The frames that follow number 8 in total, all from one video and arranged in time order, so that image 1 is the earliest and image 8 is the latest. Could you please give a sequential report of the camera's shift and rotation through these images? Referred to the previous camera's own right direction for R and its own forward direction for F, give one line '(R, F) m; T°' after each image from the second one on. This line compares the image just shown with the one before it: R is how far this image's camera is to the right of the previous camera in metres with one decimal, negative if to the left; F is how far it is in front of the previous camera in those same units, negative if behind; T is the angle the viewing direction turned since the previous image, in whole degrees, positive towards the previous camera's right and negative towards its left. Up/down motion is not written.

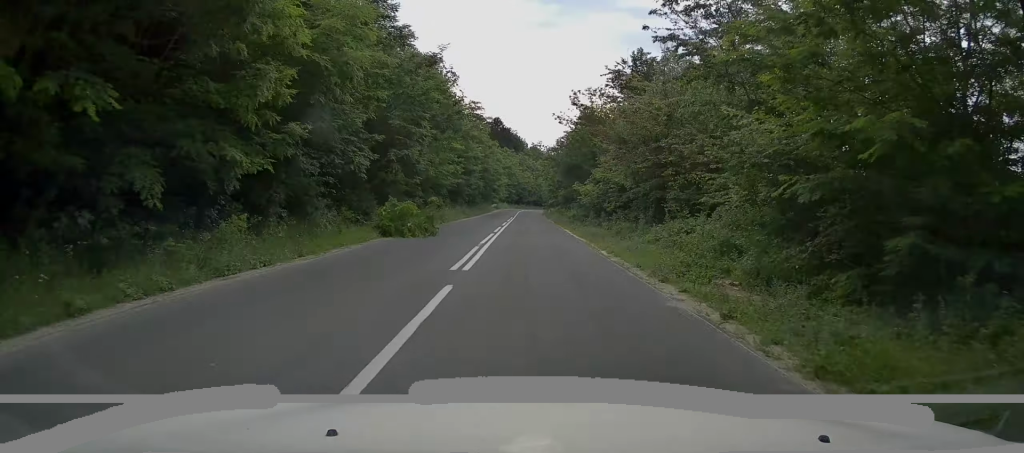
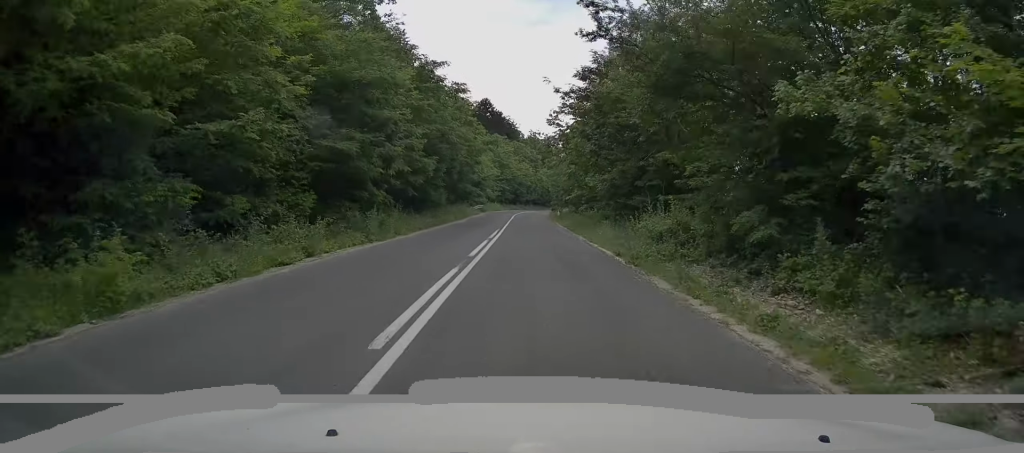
(+0.5, +29.4) m; +1°
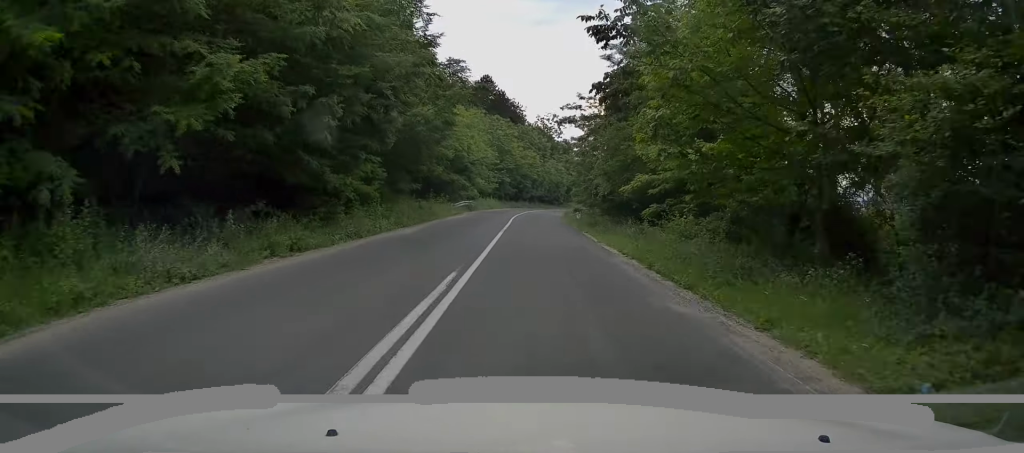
(-0.1, +19.5) m; -1°
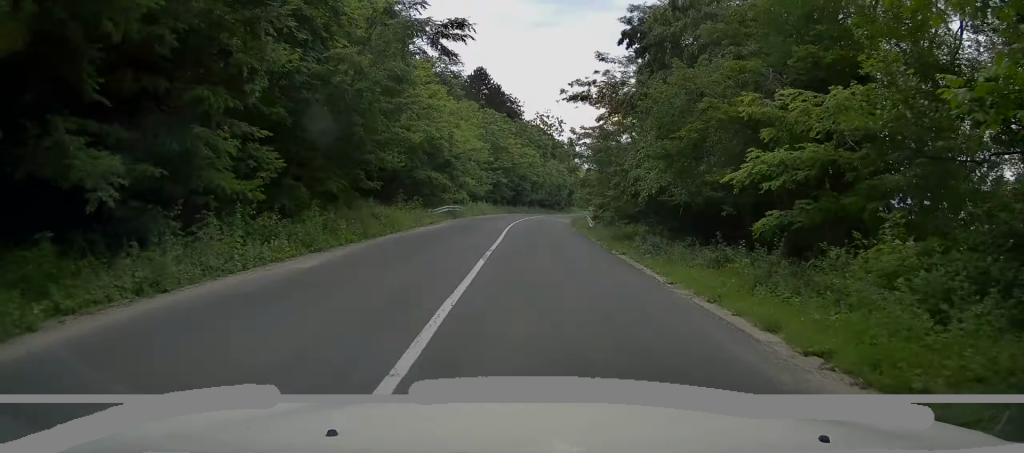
(-0.1, +9.5) m; 0°
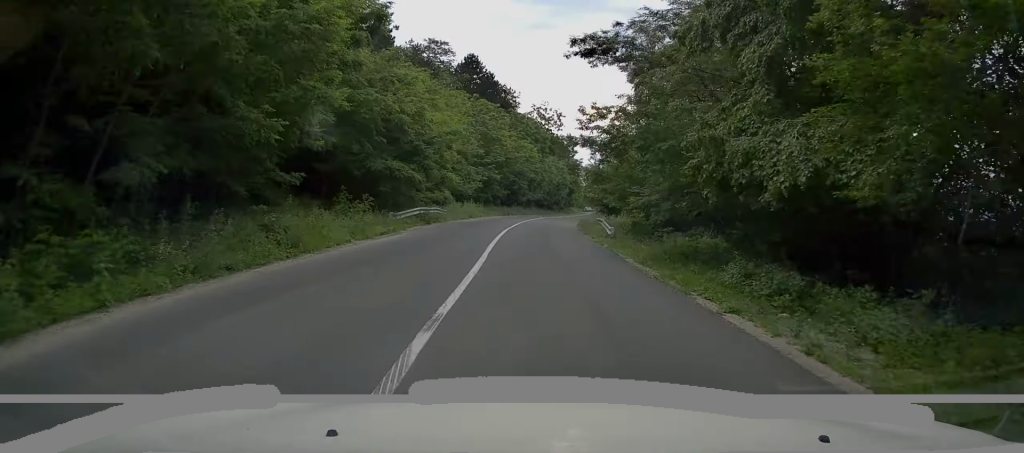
(-0.2, +8.8) m; +1°
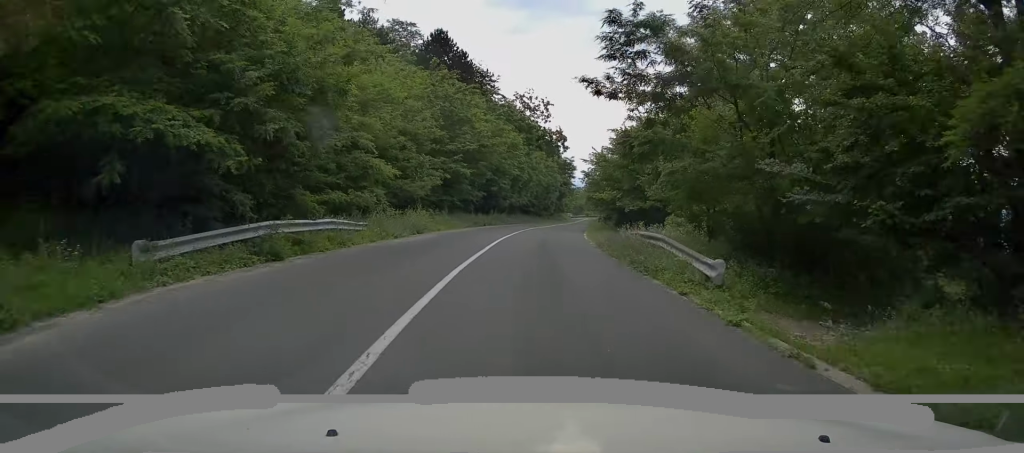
(+0.4, +15.9) m; +2°
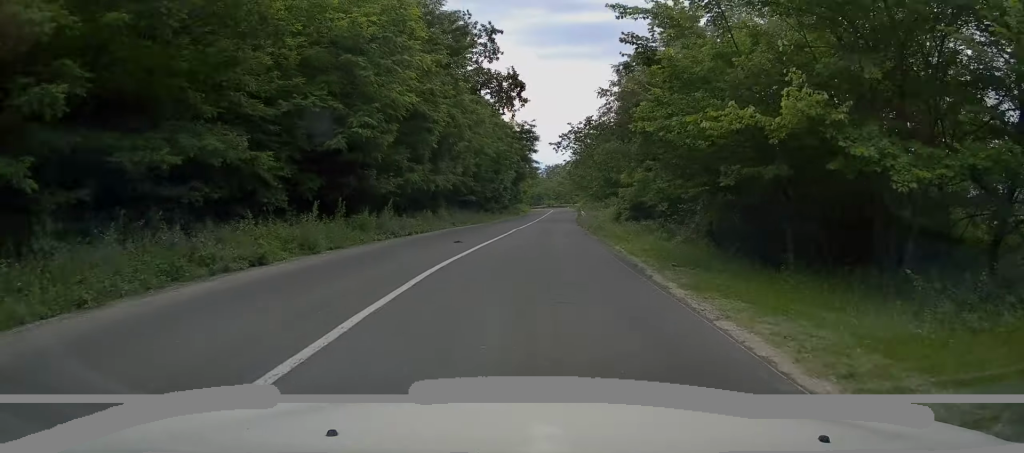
(+0.9, +32.3) m; +3°
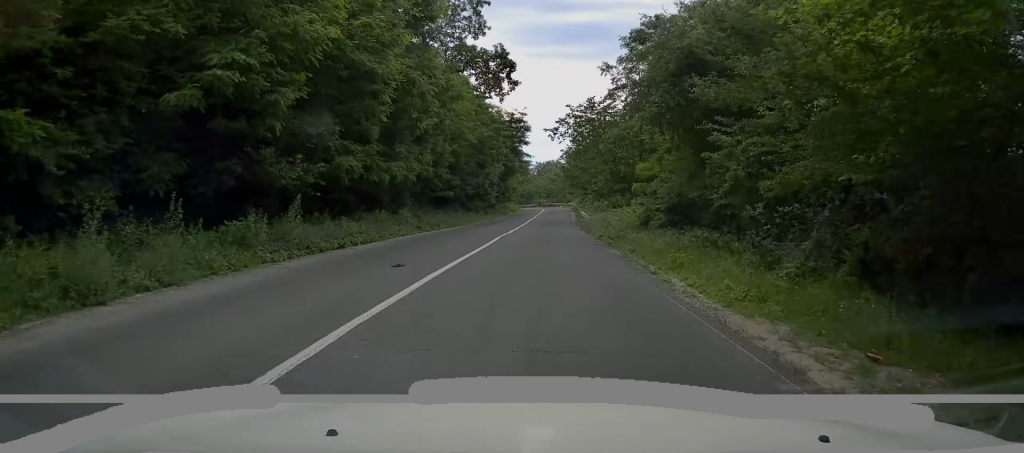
(0.0, +7.6) m; +1°
